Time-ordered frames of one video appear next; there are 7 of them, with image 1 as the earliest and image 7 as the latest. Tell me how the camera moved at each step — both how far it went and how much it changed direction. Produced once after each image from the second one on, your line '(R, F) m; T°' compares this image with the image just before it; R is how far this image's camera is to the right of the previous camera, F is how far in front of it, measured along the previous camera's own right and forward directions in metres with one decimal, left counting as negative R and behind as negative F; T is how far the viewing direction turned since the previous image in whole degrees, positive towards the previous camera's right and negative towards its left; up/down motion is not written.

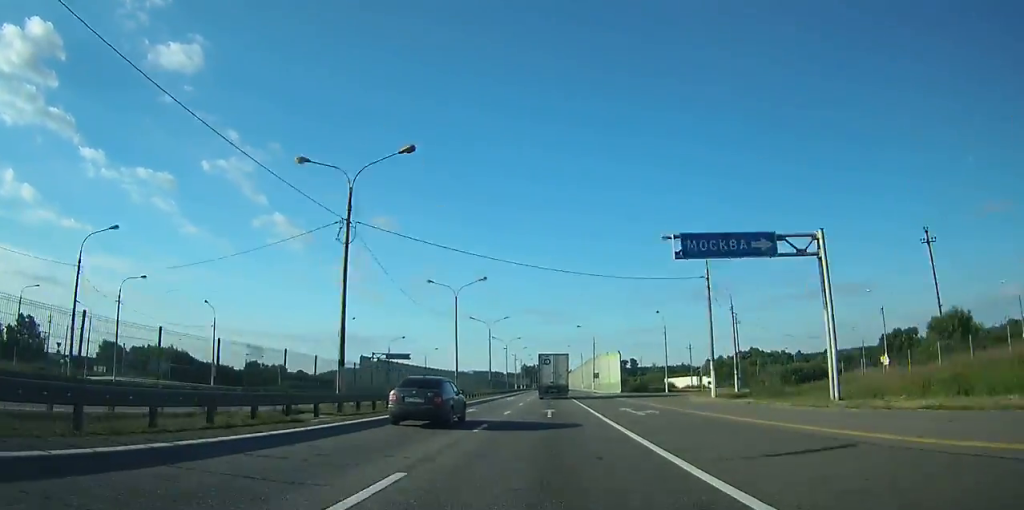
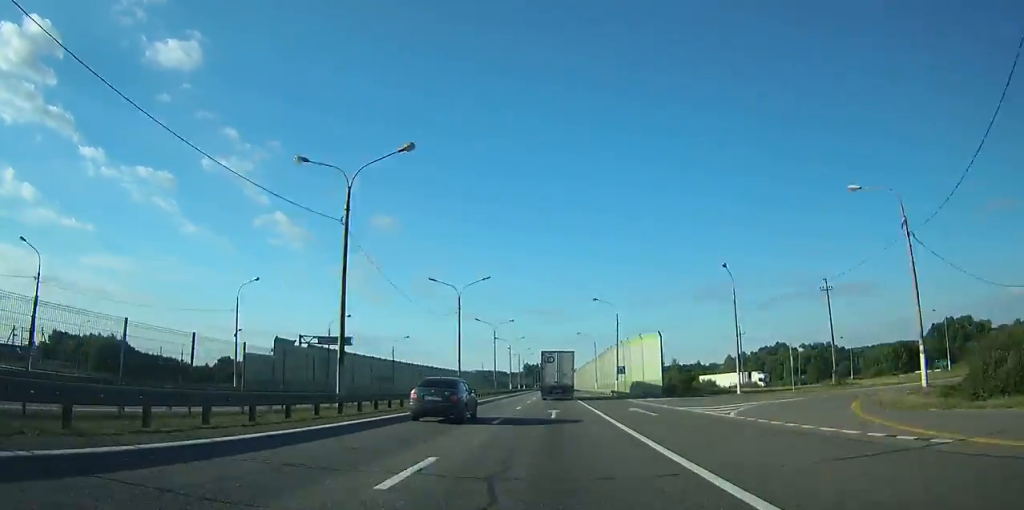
(0.0, +28.7) m; 0°
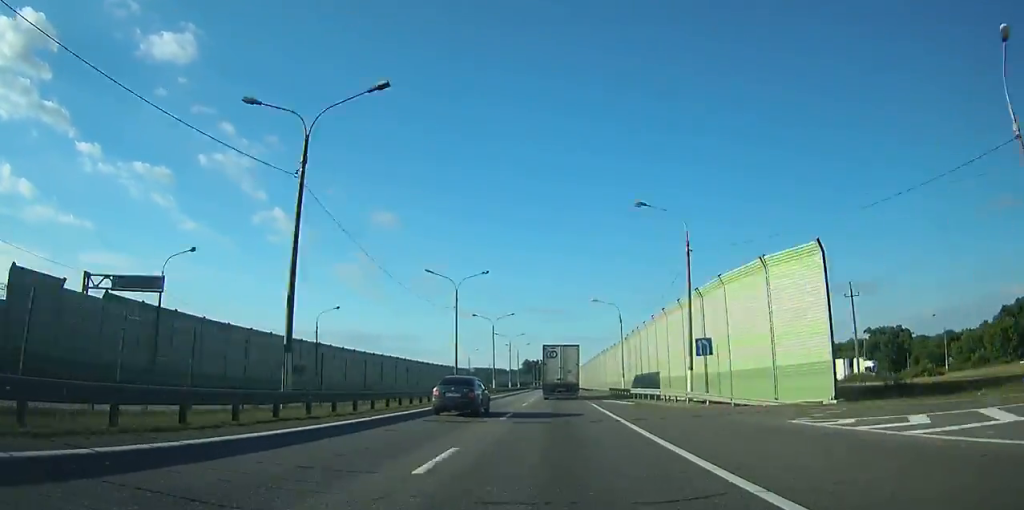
(0.0, +33.4) m; 0°
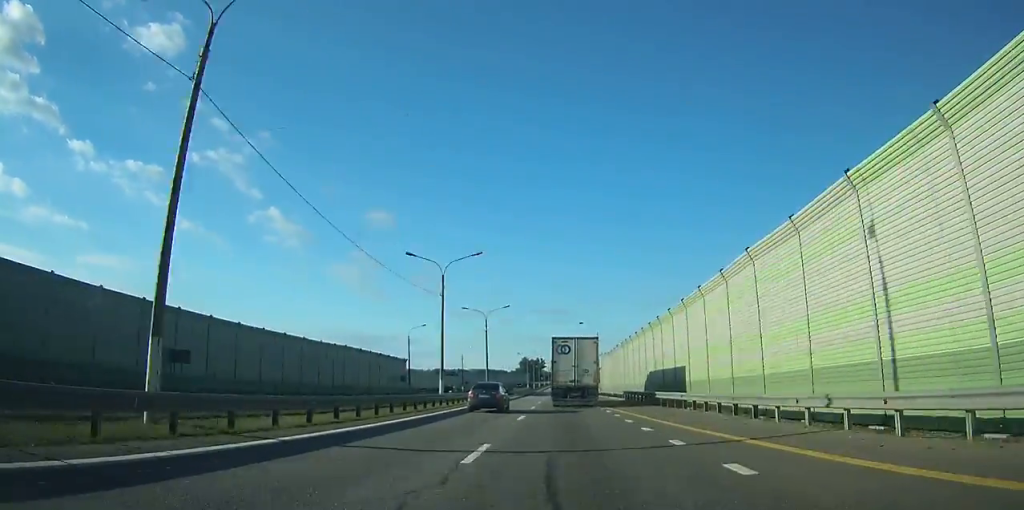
(-0.2, +68.5) m; 0°
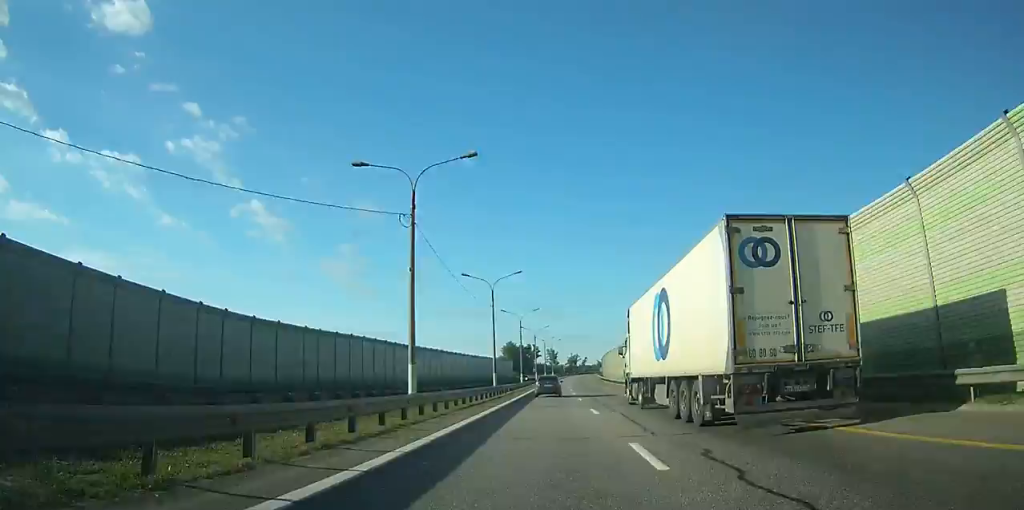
(+0.4, +150.6) m; +1°
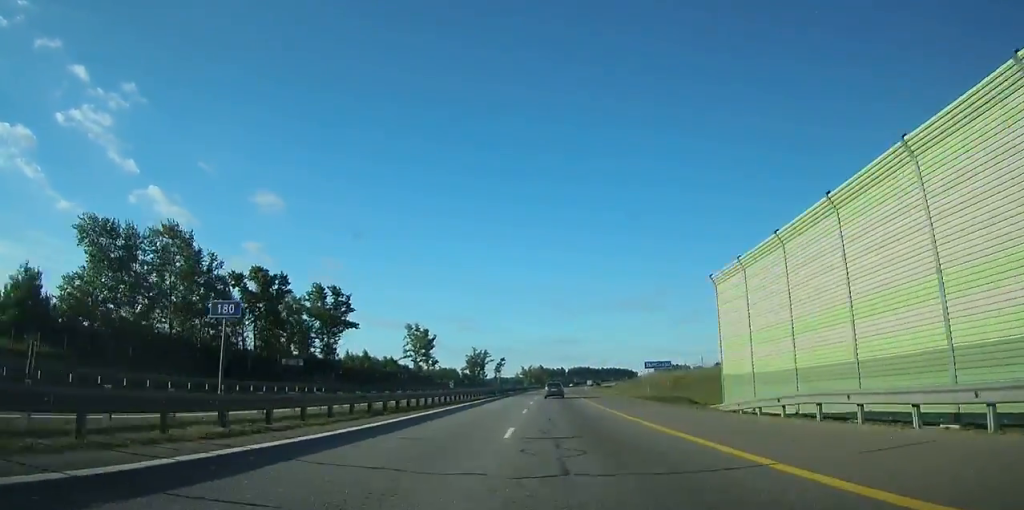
(+18.0, +283.7) m; +7°
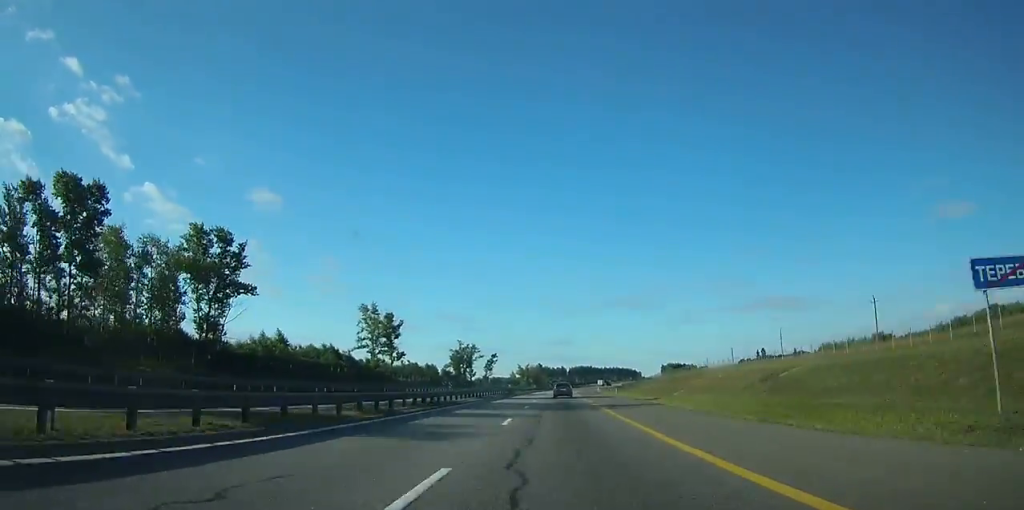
(+0.1, +43.9) m; +1°
